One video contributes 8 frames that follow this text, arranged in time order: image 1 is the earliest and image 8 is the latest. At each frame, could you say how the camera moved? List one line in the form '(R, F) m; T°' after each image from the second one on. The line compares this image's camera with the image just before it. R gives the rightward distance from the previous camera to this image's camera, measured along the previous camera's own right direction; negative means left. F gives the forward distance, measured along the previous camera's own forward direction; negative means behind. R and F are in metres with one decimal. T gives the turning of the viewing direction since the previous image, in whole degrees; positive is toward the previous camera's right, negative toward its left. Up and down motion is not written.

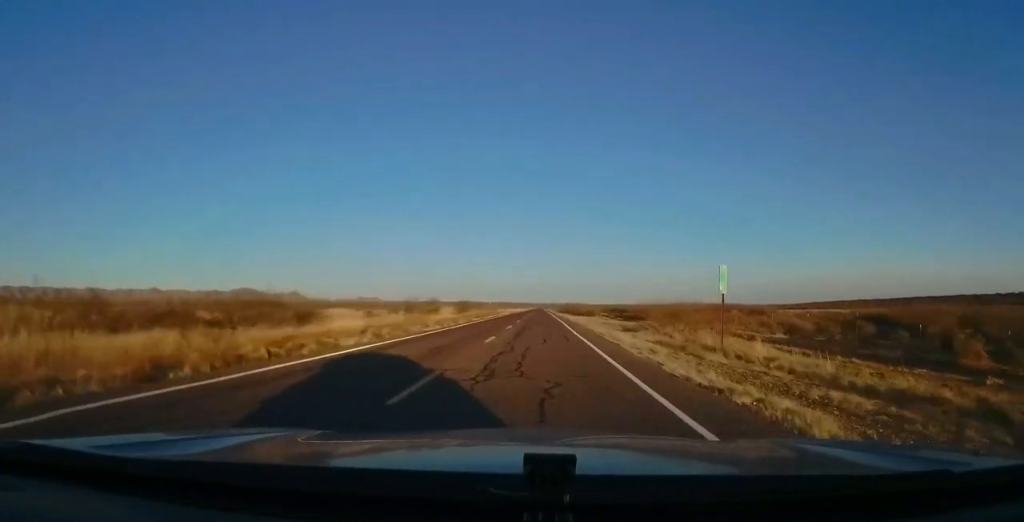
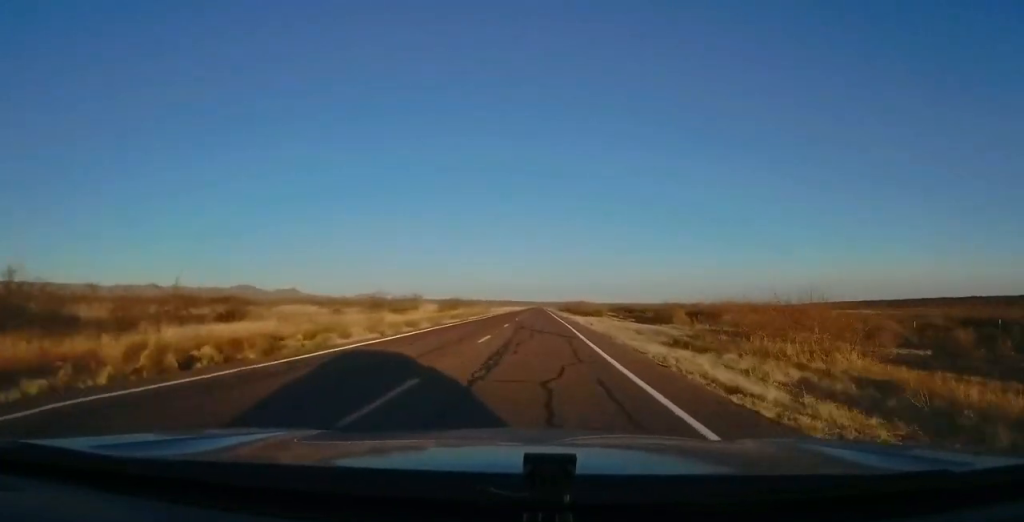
(+0.1, +14.0) m; 0°
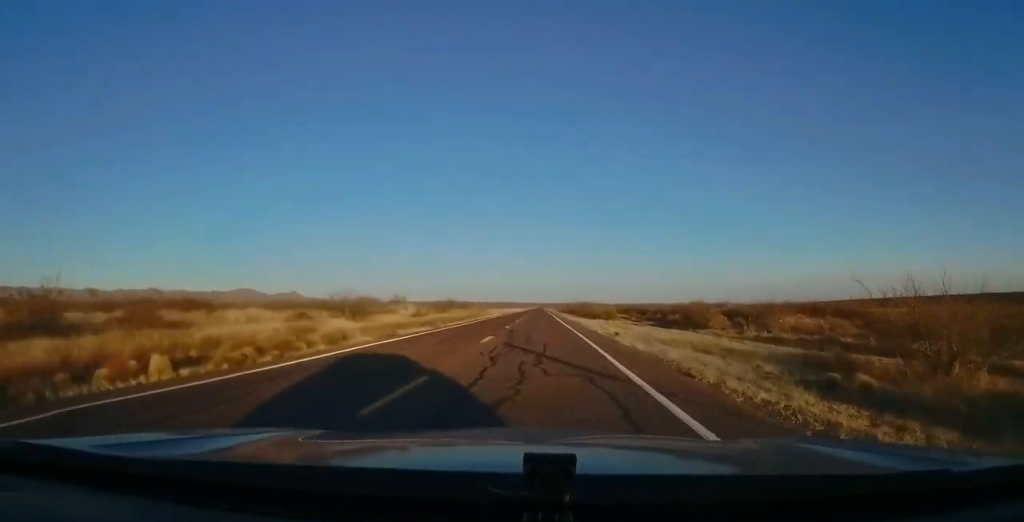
(-0.2, +11.7) m; 0°
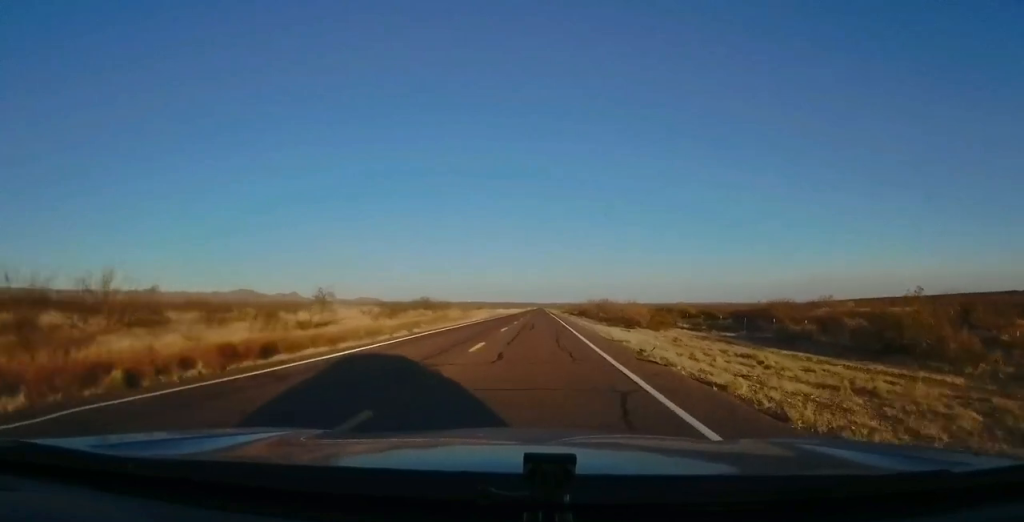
(-0.2, +28.1) m; -1°
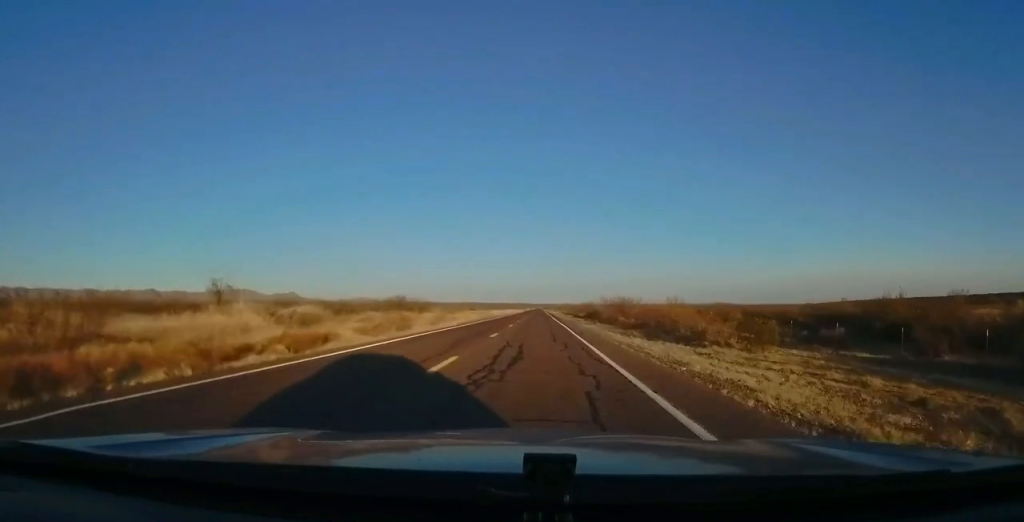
(-0.2, +18.2) m; +1°
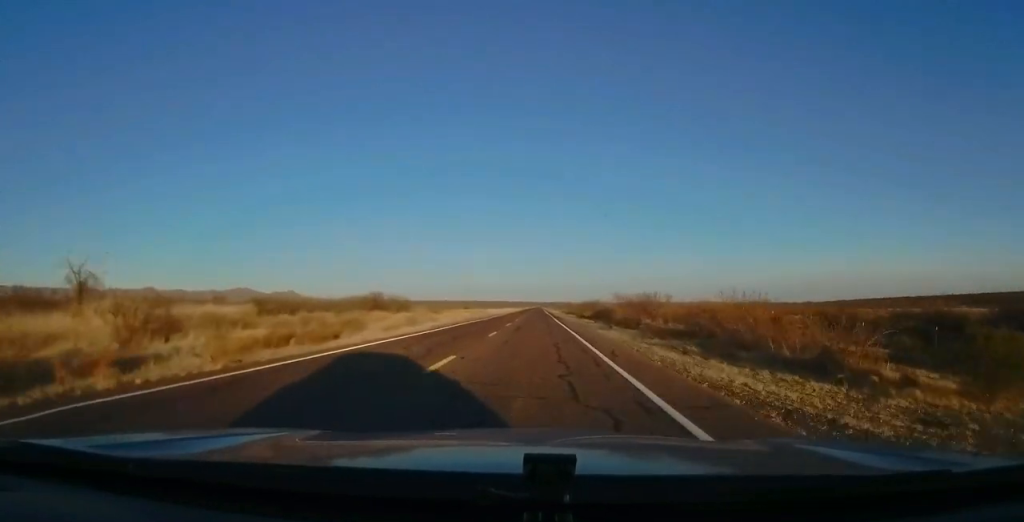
(-0.1, +13.3) m; +1°
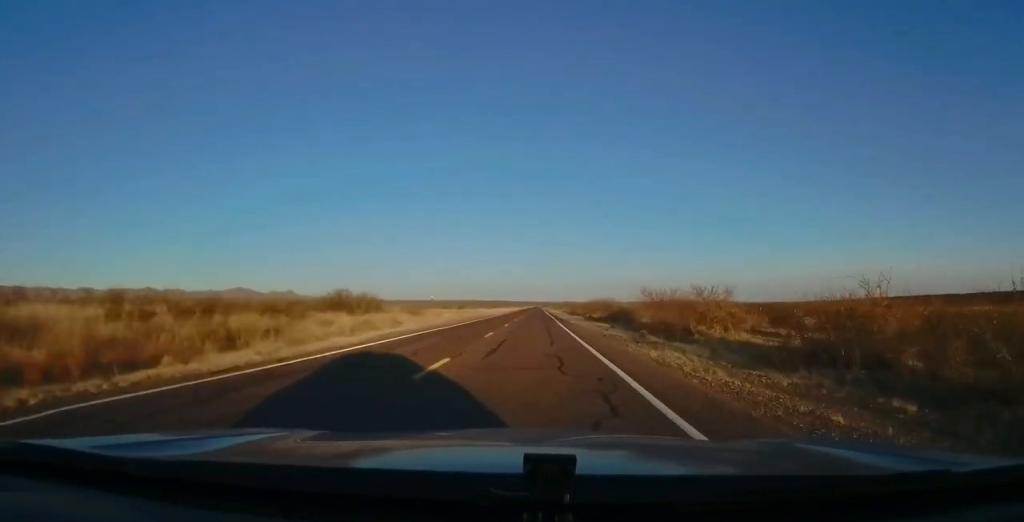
(+0.4, +14.4) m; +1°
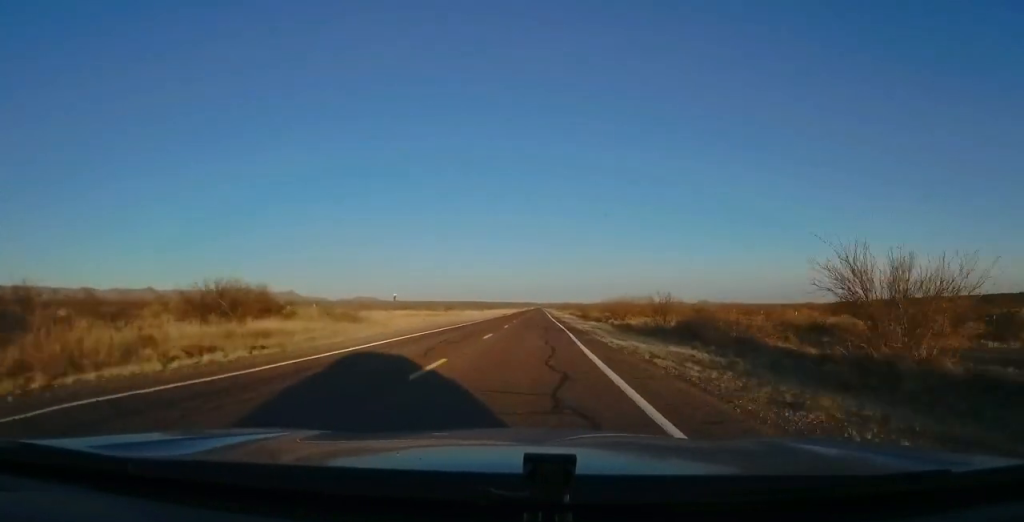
(-0.1, +30.2) m; -1°
